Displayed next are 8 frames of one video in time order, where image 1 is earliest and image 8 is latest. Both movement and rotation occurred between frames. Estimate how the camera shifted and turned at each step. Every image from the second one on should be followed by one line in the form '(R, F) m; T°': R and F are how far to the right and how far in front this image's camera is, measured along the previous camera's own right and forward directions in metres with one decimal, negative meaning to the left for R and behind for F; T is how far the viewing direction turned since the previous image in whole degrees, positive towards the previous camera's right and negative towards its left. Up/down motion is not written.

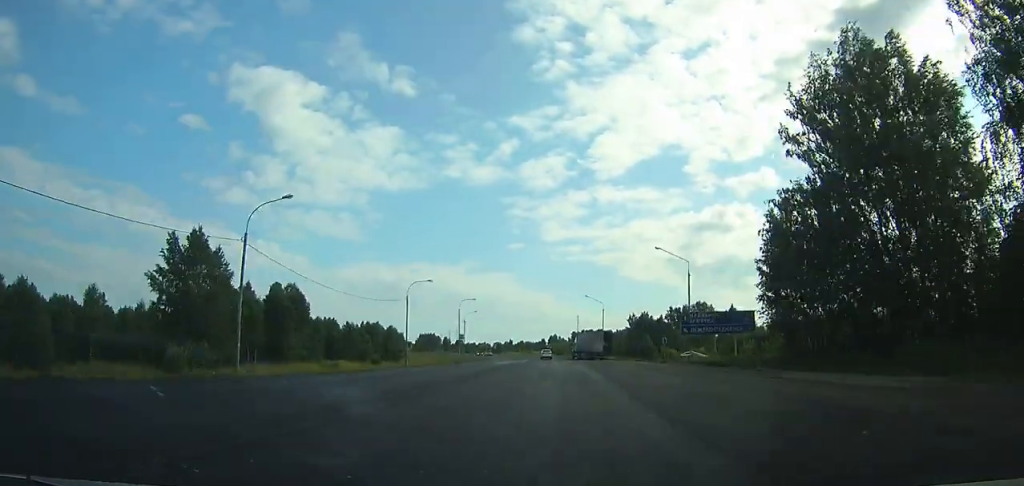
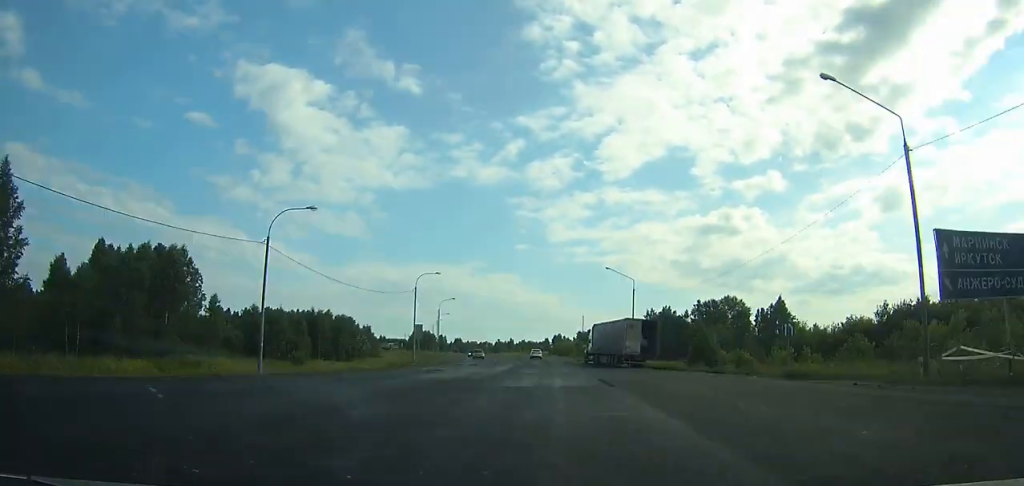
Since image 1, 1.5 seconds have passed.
(0.0, +32.4) m; -1°
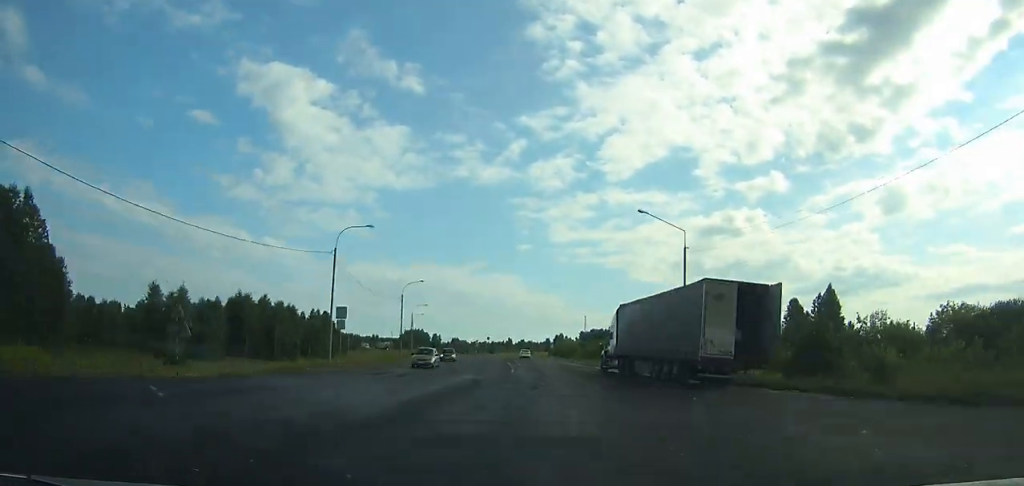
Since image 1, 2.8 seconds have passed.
(-0.2, +26.2) m; -1°
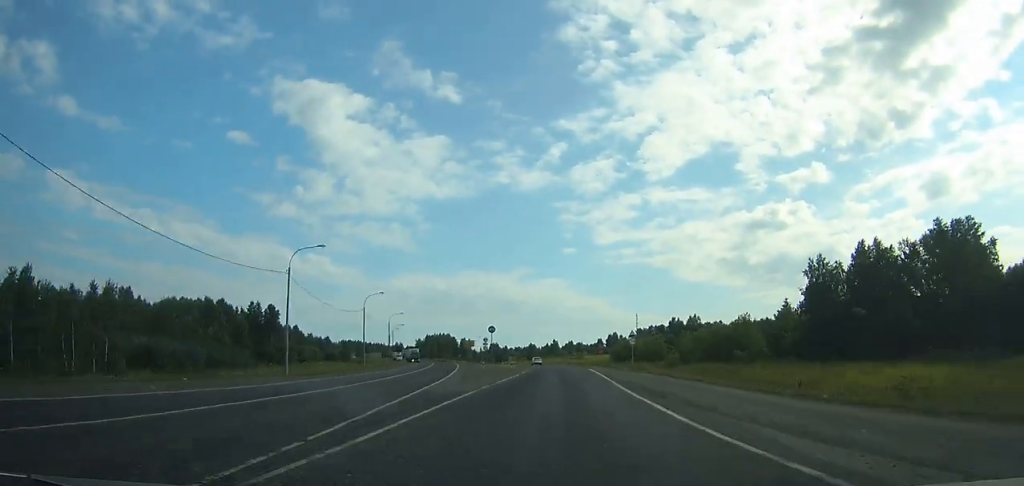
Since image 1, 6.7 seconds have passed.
(-2.2, +75.4) m; -3°
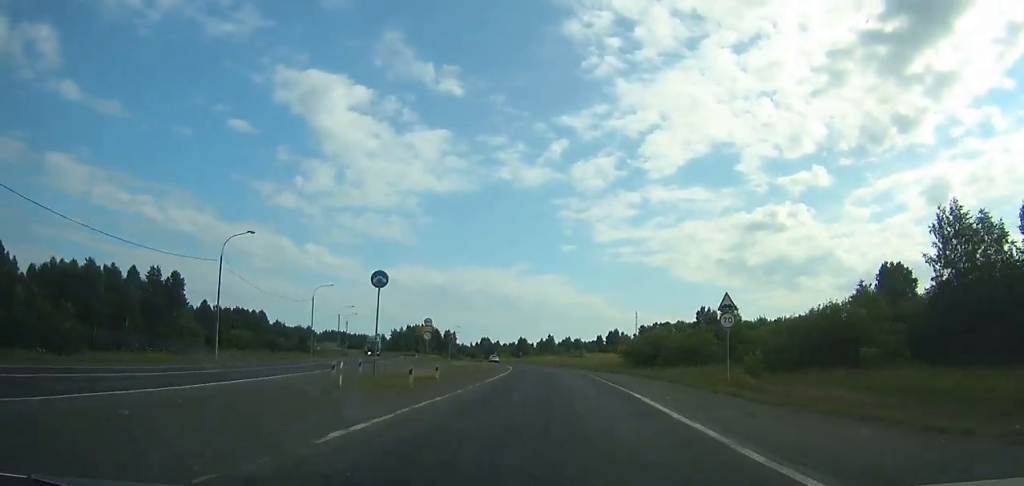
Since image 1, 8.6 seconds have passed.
(-0.4, +35.2) m; -2°
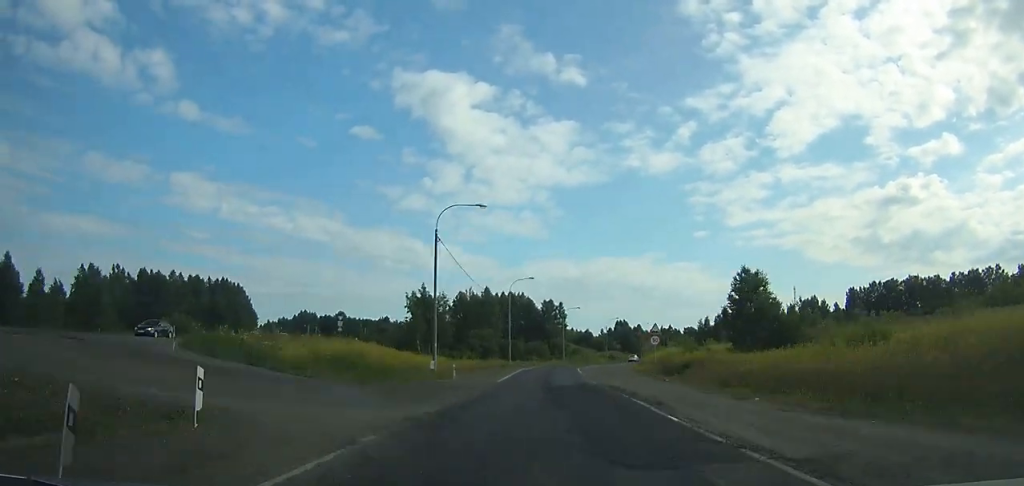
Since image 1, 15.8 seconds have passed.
(-11.8, +128.9) m; -10°
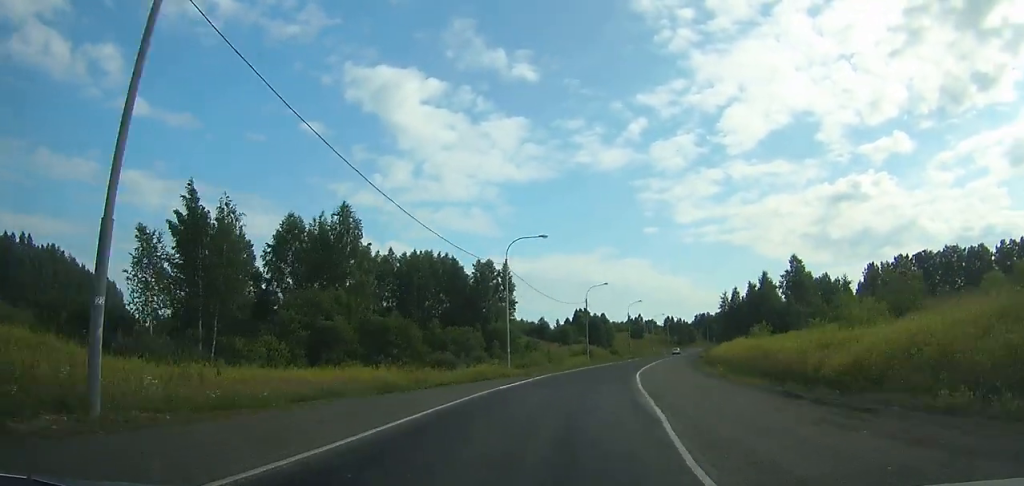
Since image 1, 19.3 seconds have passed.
(+0.1, +60.4) m; +7°
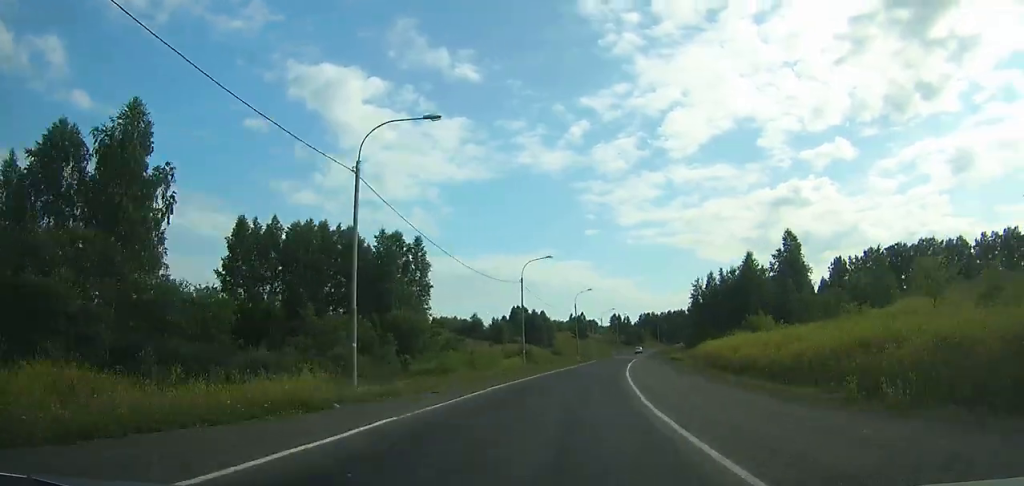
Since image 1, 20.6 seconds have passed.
(+2.6, +21.9) m; +3°
